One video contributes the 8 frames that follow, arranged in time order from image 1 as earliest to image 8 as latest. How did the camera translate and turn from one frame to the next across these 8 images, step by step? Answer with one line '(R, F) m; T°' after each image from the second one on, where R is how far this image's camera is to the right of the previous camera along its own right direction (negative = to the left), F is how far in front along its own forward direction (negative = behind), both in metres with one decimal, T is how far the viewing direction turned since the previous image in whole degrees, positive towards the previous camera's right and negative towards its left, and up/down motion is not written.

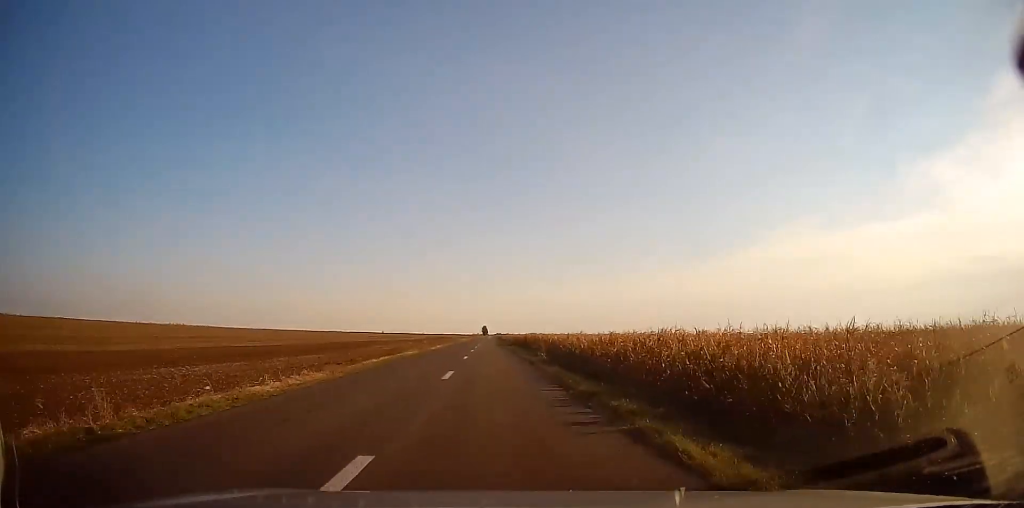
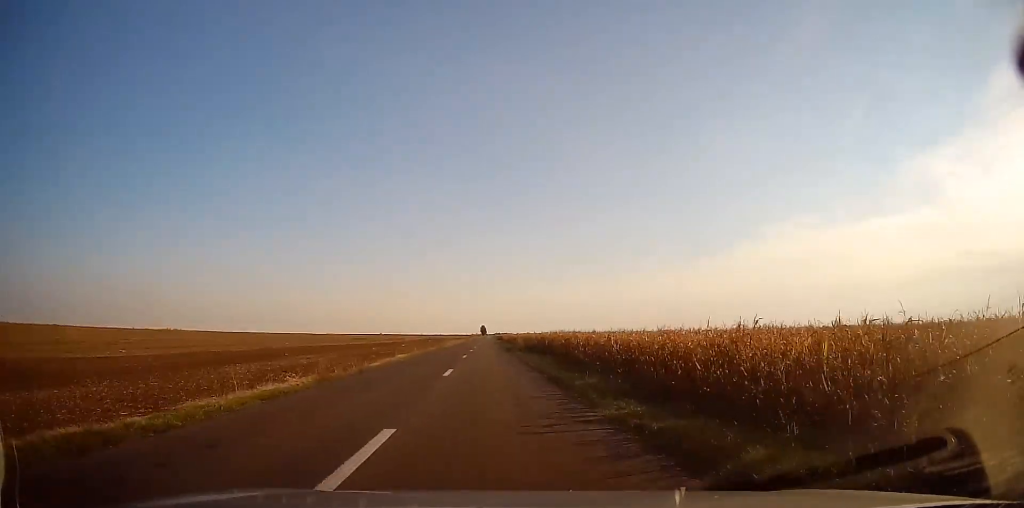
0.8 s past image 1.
(-0.2, +22.1) m; 0°
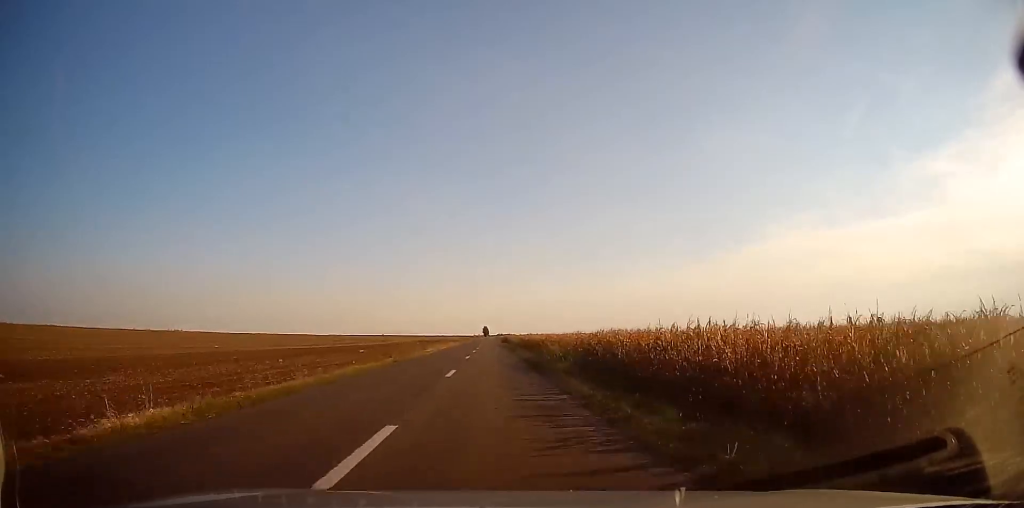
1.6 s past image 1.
(+0.1, +23.6) m; 0°
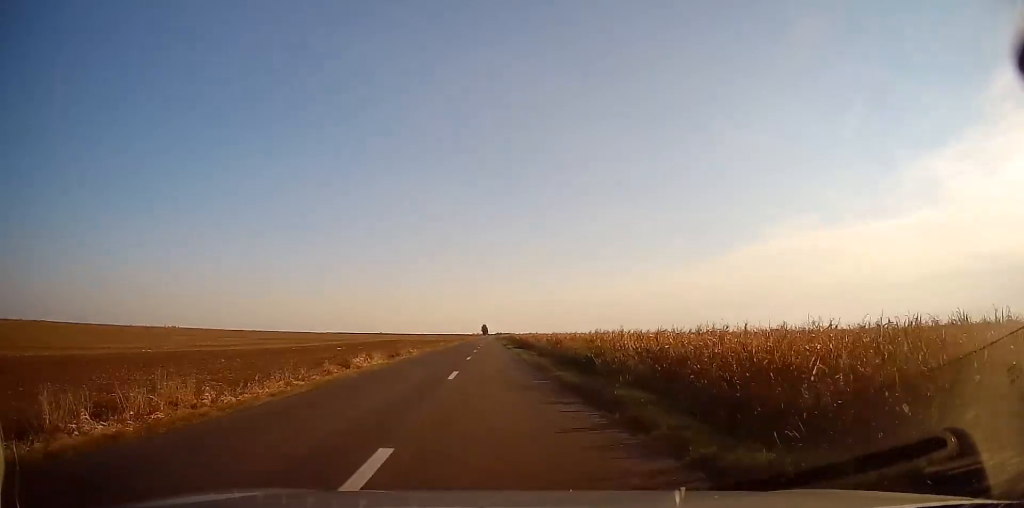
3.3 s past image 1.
(0.0, +48.7) m; 0°
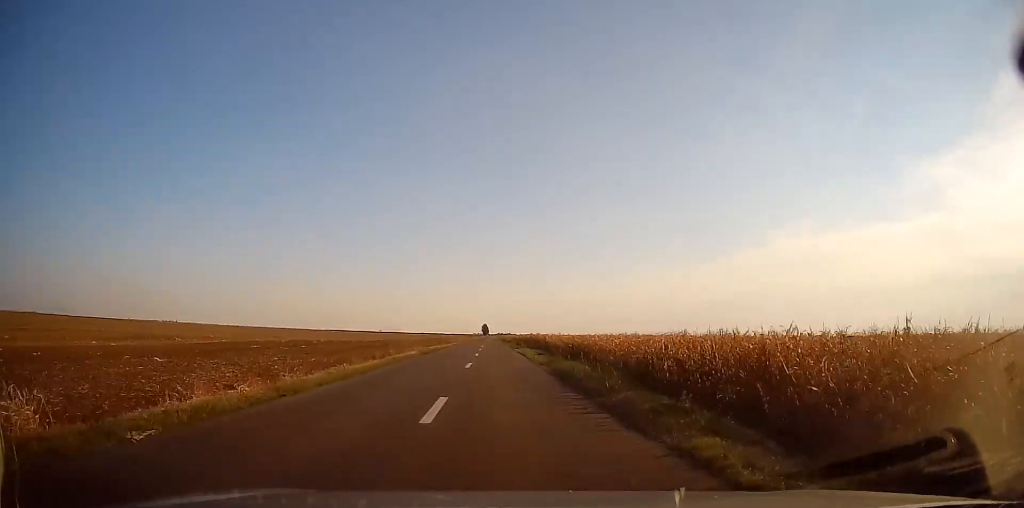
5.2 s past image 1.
(-0.2, +55.6) m; -1°
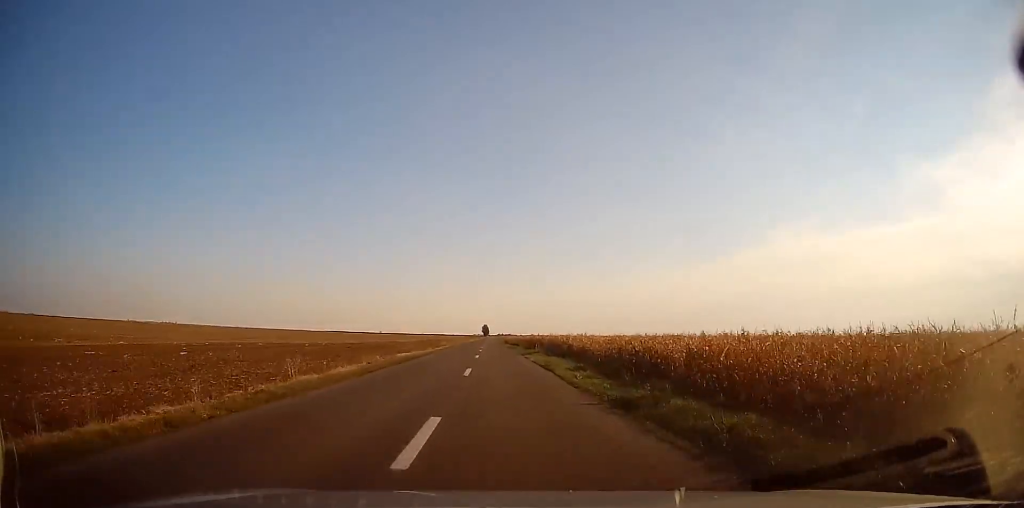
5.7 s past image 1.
(-0.1, +14.7) m; 0°
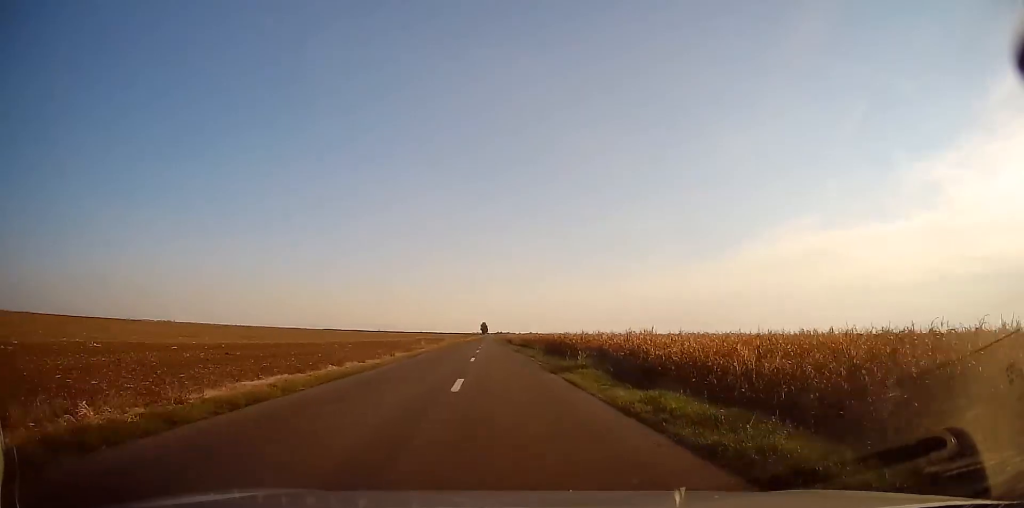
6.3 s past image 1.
(0.0, +17.5) m; 0°
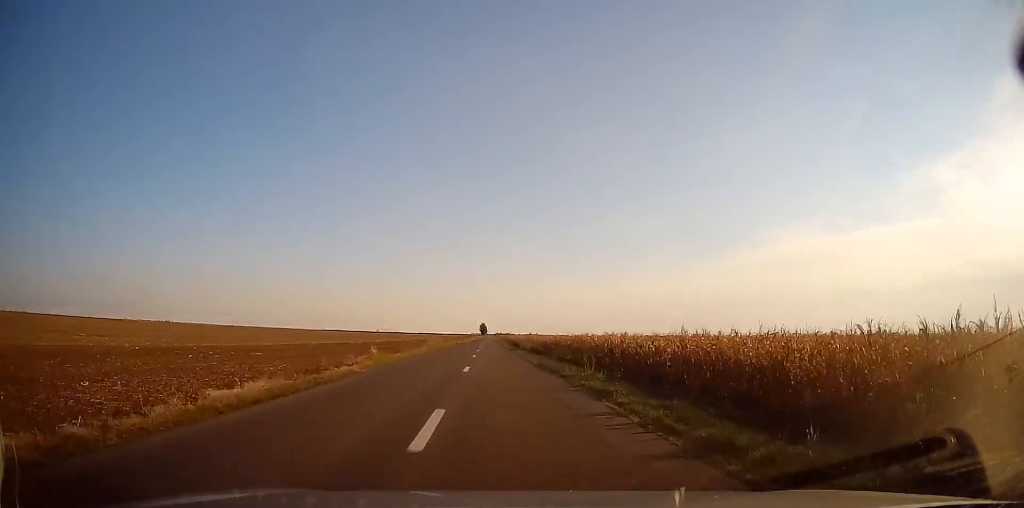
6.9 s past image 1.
(-0.1, +17.3) m; +1°
